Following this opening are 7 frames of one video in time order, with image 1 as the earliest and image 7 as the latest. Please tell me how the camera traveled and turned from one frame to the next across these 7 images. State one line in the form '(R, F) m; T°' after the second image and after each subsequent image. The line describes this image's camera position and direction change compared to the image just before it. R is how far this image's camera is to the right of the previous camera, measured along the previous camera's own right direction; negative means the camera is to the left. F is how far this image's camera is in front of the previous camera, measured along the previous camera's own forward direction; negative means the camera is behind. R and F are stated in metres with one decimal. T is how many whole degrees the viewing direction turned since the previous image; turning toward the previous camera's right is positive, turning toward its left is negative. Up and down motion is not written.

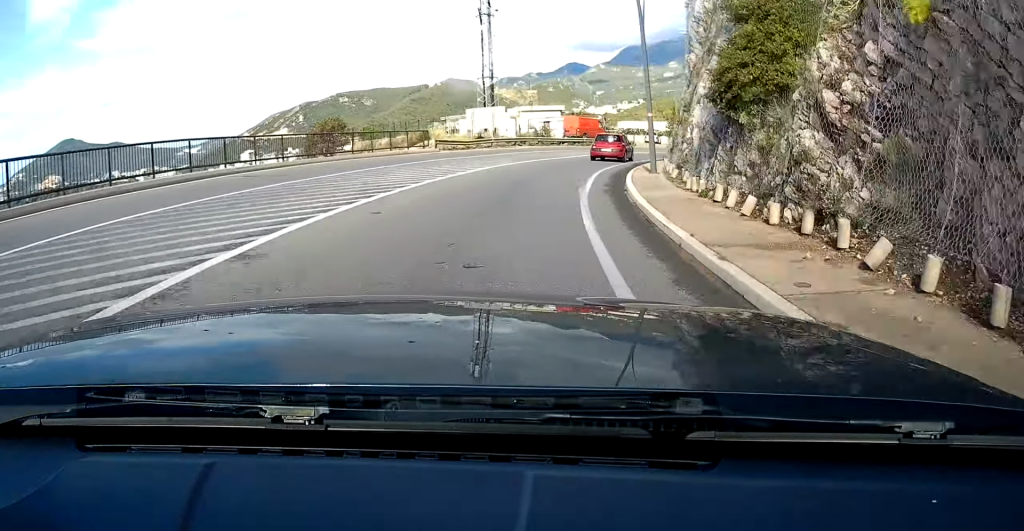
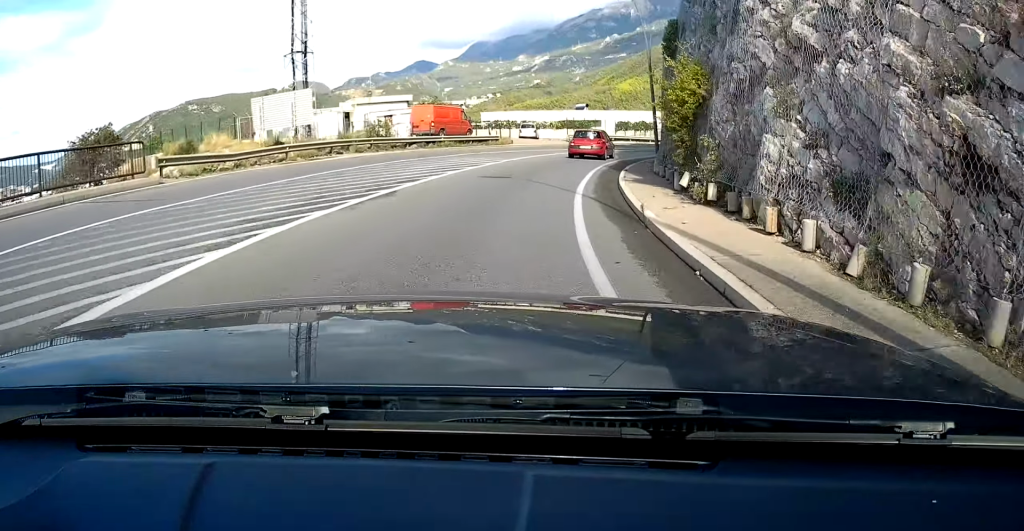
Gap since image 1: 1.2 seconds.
(+3.7, +19.1) m; +13°
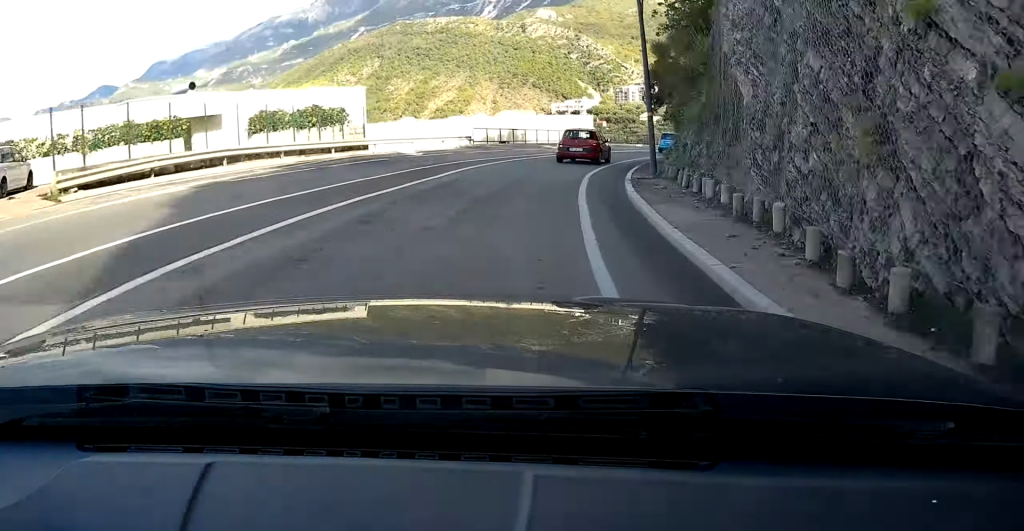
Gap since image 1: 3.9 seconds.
(+9.1, +42.0) m; +28°
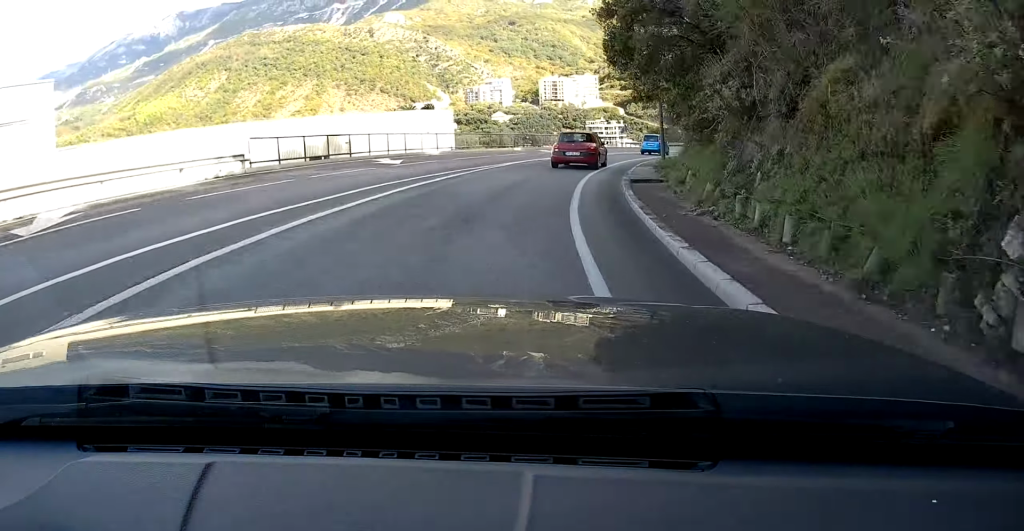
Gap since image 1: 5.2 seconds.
(+3.8, +20.2) m; +13°
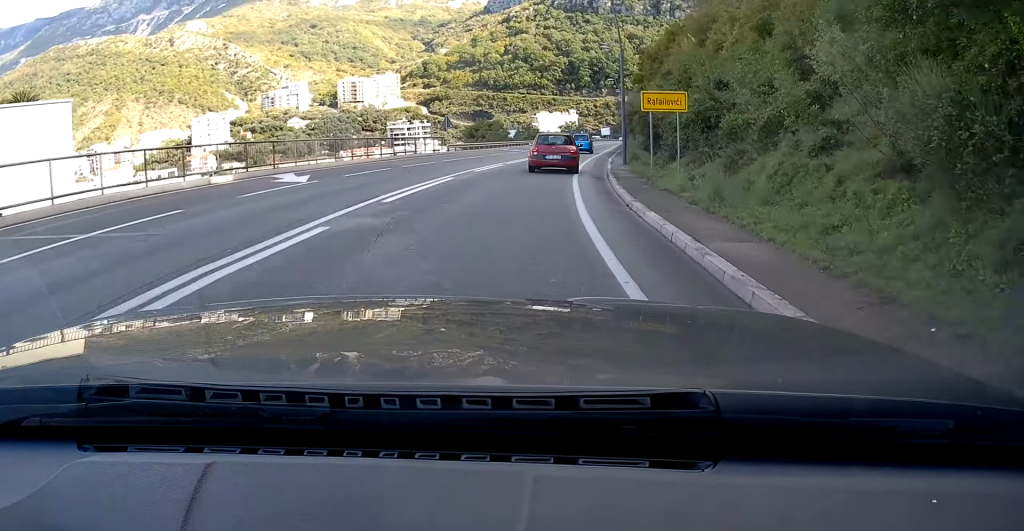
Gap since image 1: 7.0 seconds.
(+4.7, +29.3) m; +14°
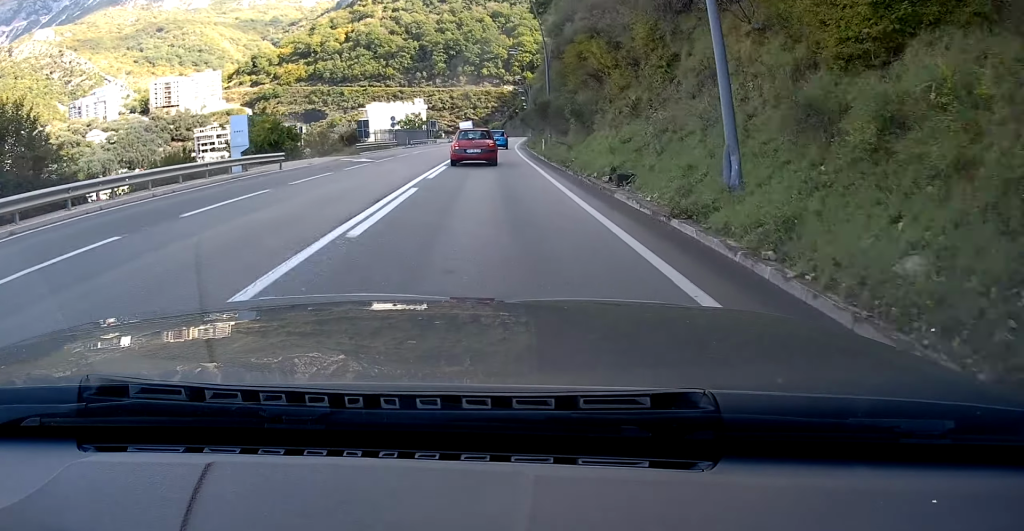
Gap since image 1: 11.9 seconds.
(+12.6, +86.6) m; +10°
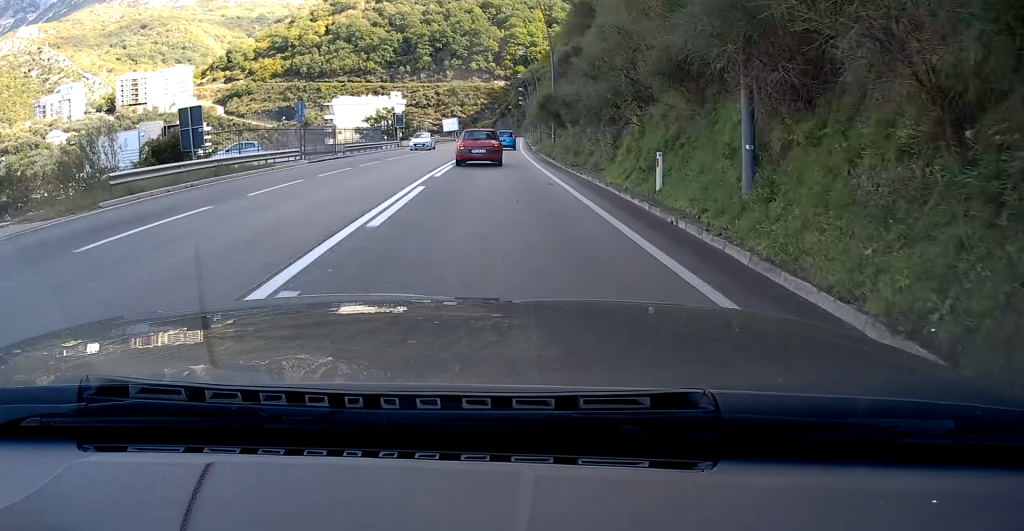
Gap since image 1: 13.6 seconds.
(0.0, +31.1) m; +1°
